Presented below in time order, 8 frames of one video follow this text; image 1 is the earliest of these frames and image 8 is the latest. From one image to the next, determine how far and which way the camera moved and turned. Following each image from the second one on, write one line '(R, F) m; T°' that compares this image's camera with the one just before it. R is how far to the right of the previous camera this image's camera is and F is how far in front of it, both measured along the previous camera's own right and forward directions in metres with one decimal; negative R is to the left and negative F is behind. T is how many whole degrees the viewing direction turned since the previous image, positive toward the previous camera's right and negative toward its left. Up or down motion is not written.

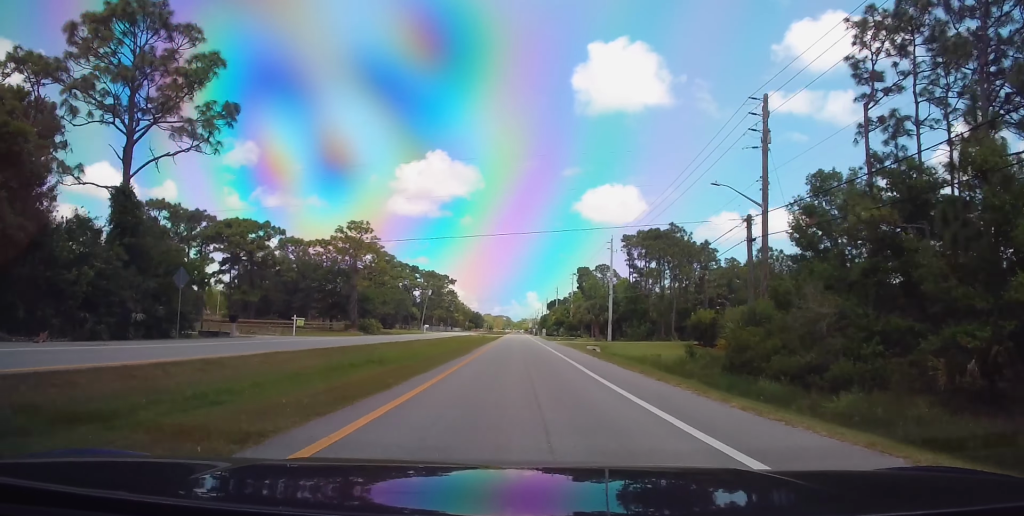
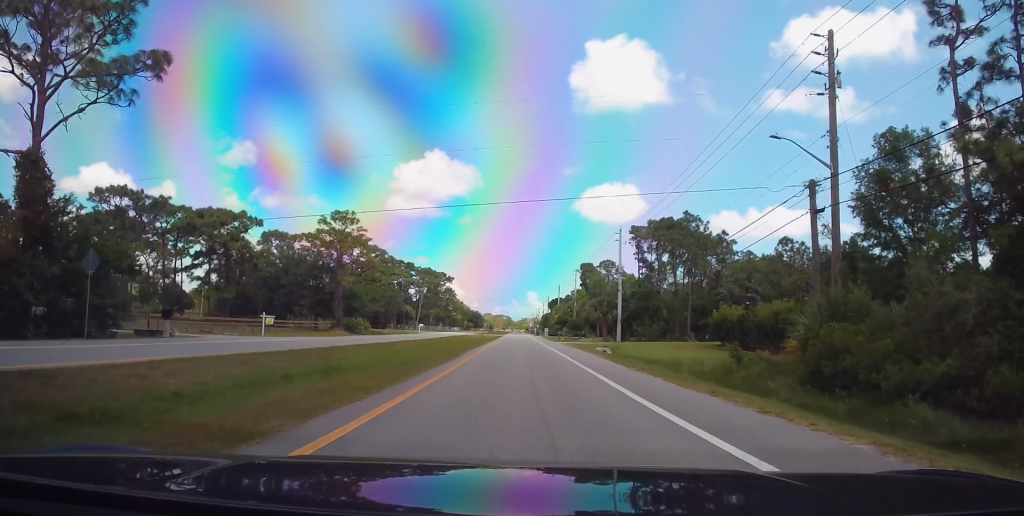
(-0.2, +7.0) m; 0°
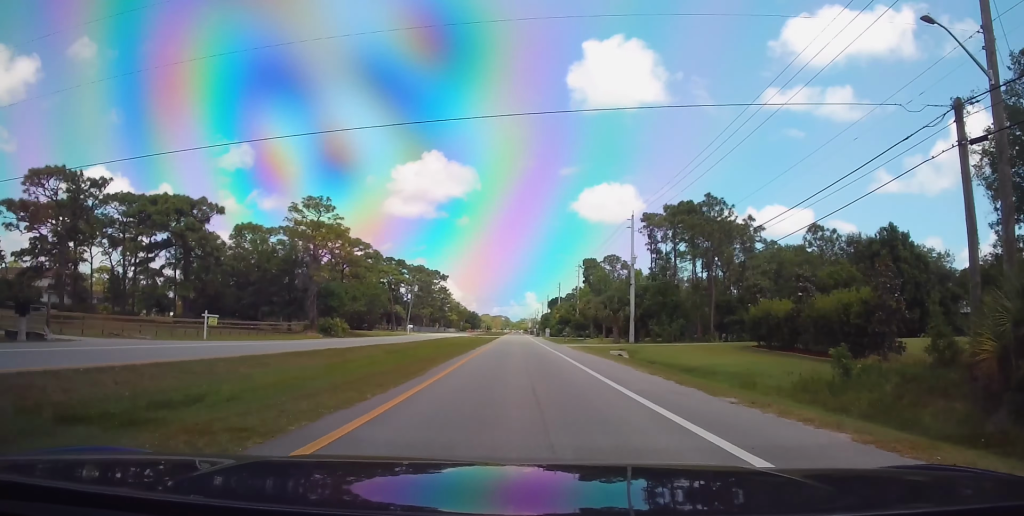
(+0.3, +9.3) m; +1°
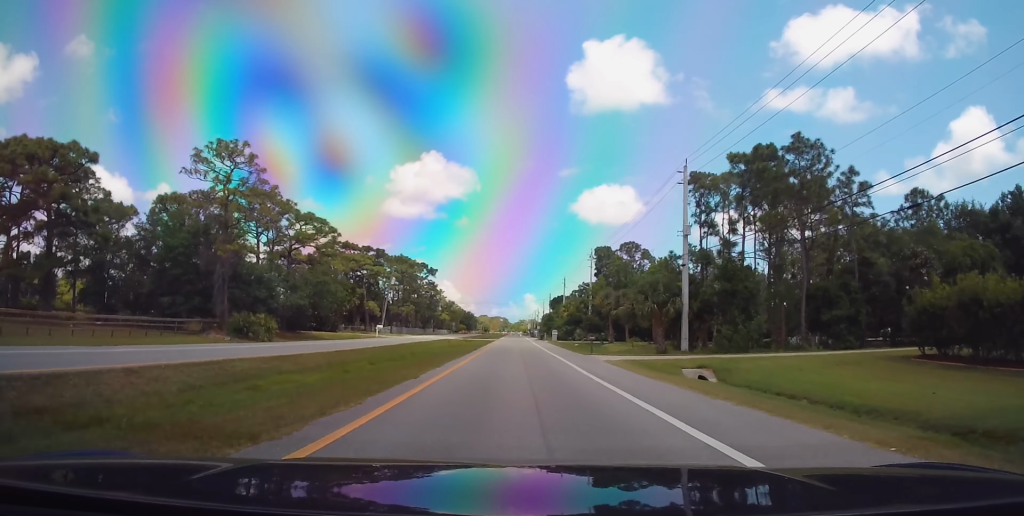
(+0.3, +20.8) m; +1°
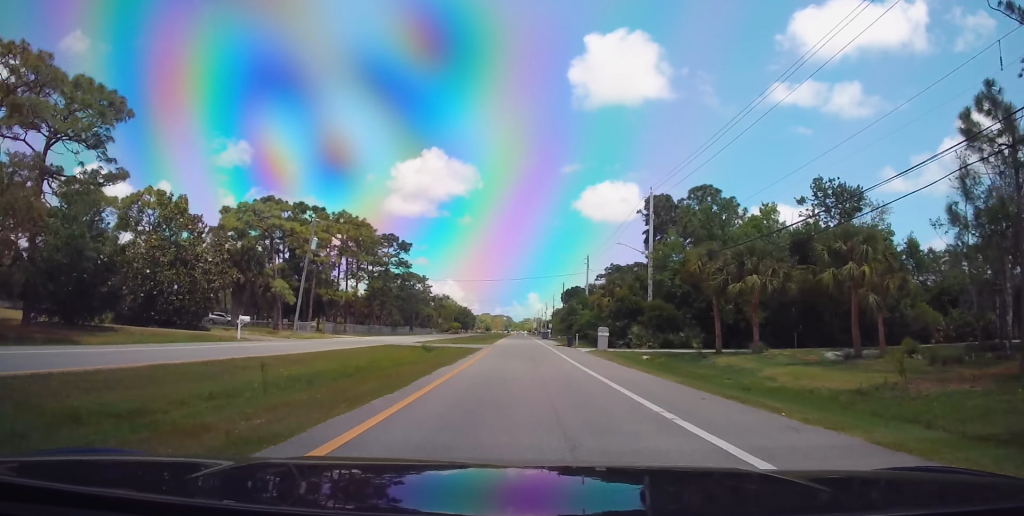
(0.0, +39.3) m; 0°
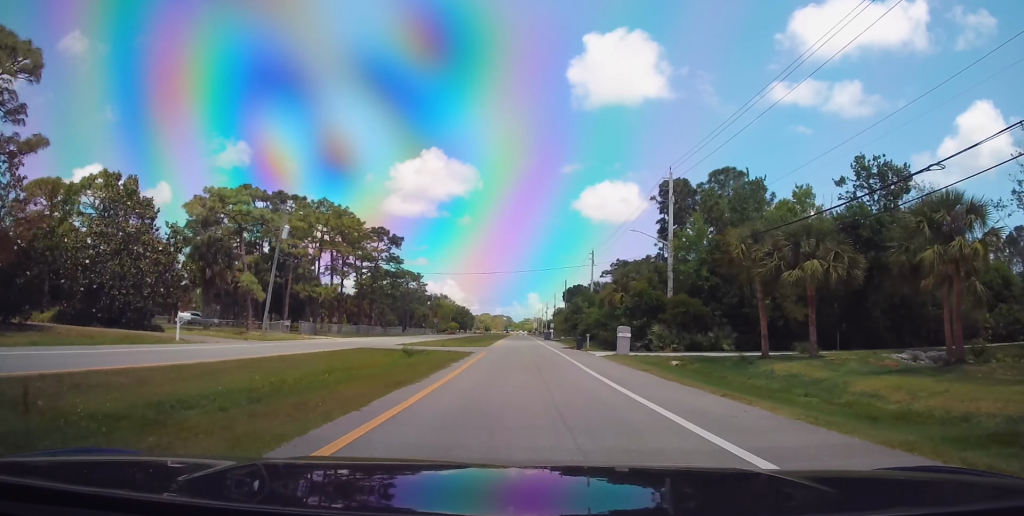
(+0.1, +7.1) m; -1°
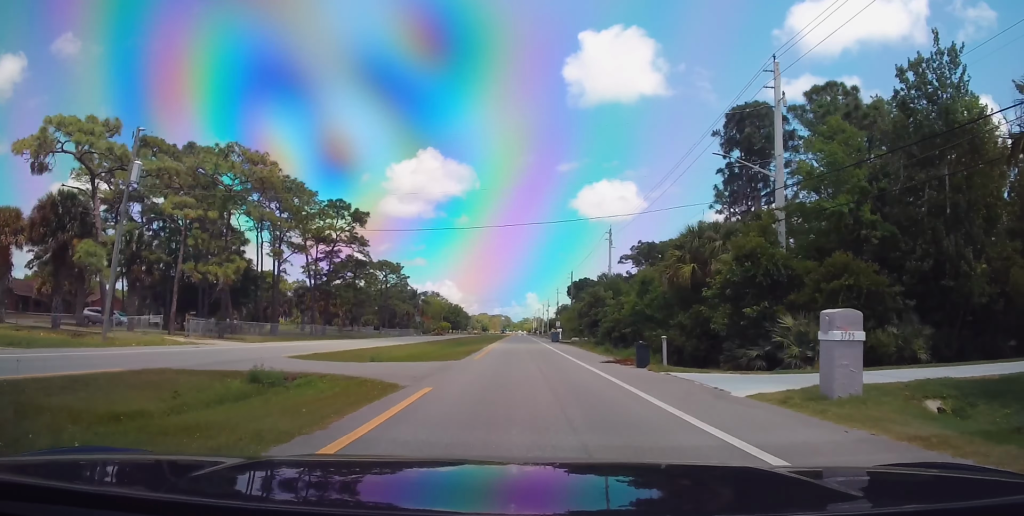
(-0.5, +20.4) m; -1°
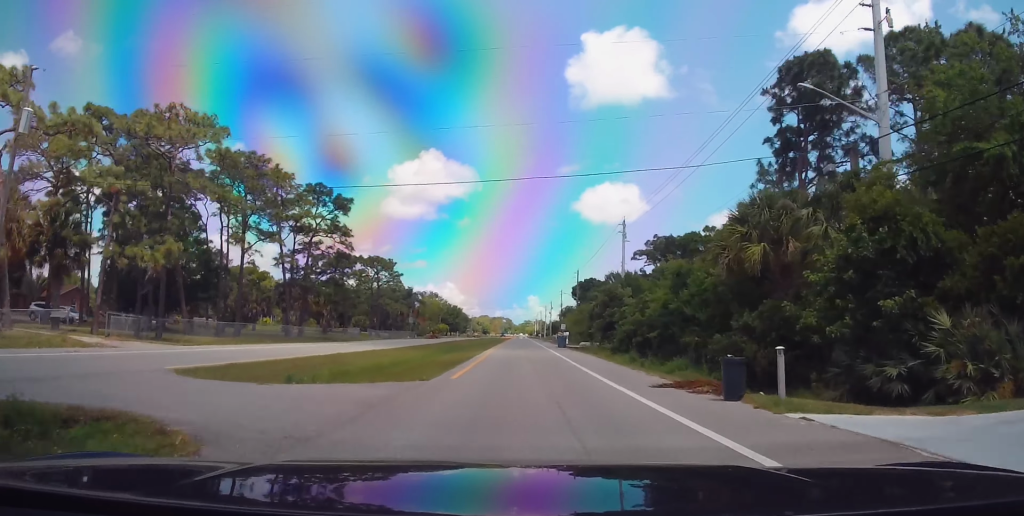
(+0.2, +8.4) m; +1°
